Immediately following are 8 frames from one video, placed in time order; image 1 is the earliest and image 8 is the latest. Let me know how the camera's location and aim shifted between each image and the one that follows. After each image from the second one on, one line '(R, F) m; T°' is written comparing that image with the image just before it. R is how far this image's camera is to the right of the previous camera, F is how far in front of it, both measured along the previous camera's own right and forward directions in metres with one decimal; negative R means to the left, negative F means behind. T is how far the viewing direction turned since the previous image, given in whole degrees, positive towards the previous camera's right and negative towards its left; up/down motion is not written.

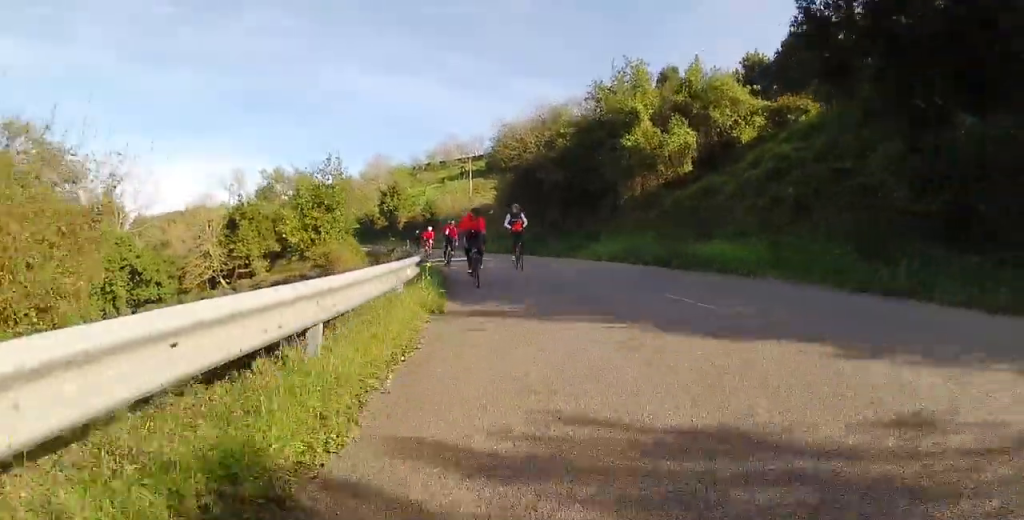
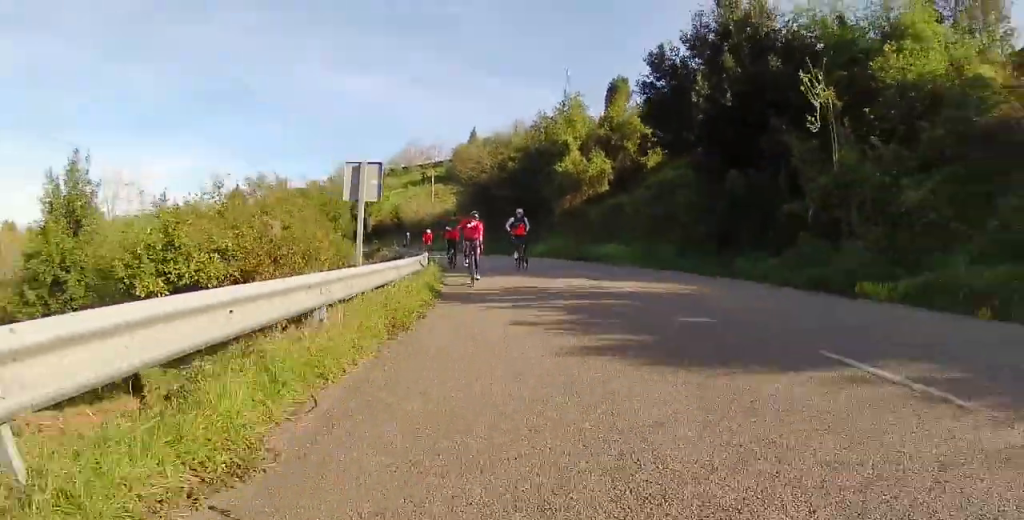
(+0.5, +9.8) m; +6°
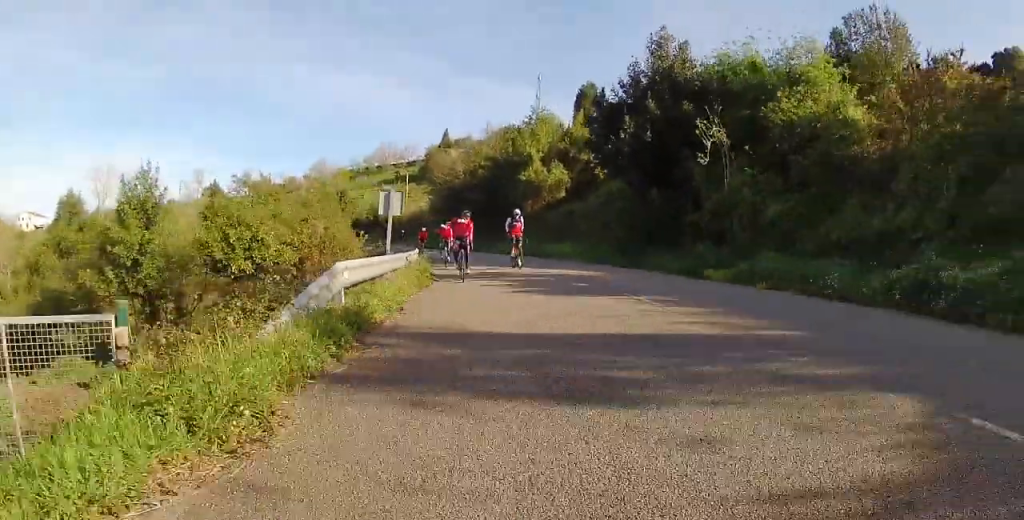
(+0.2, +6.2) m; +3°
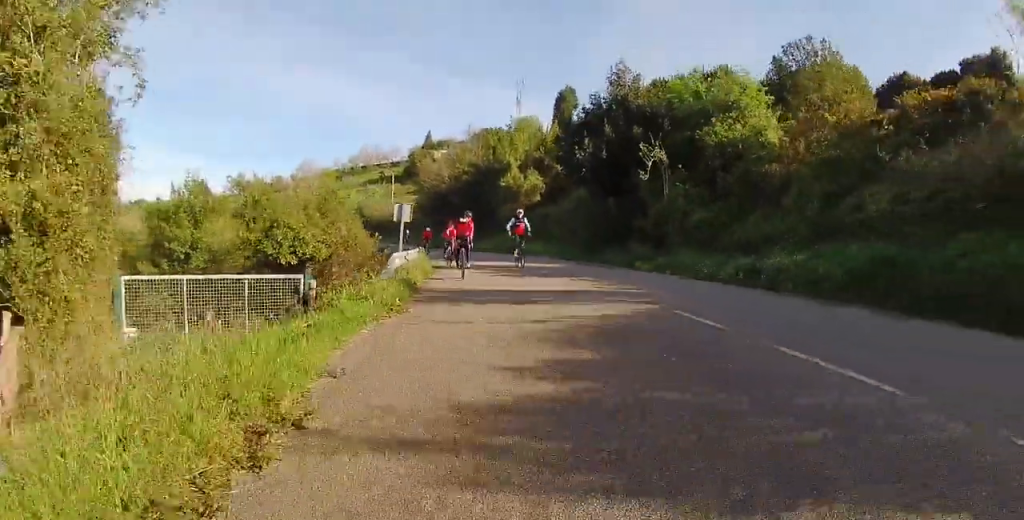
(0.0, +5.8) m; +2°
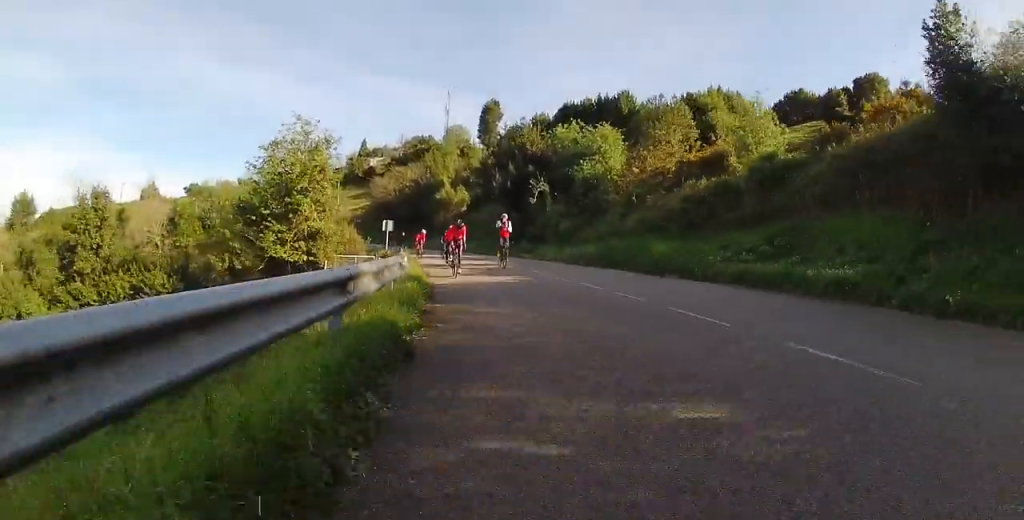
(+1.4, +15.5) m; +12°
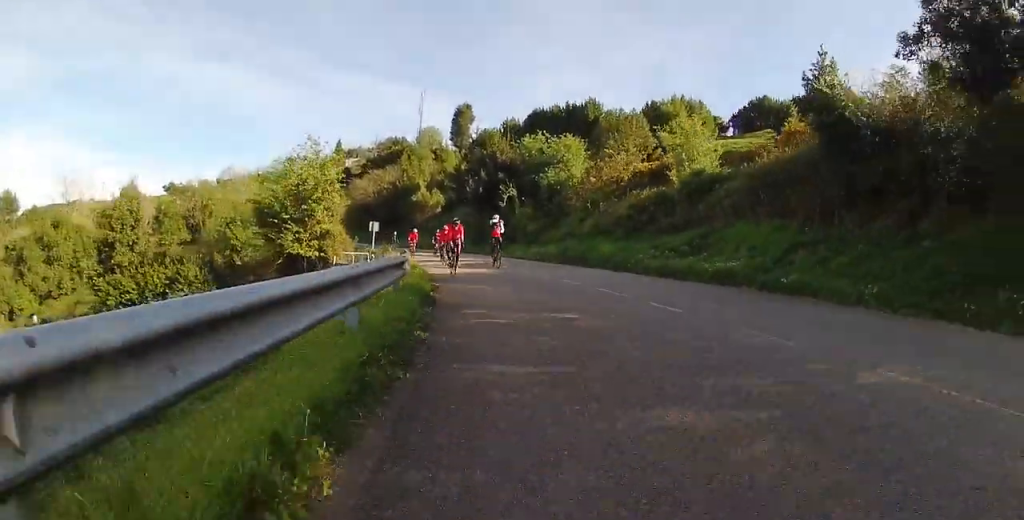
(+0.3, +4.6) m; +2°
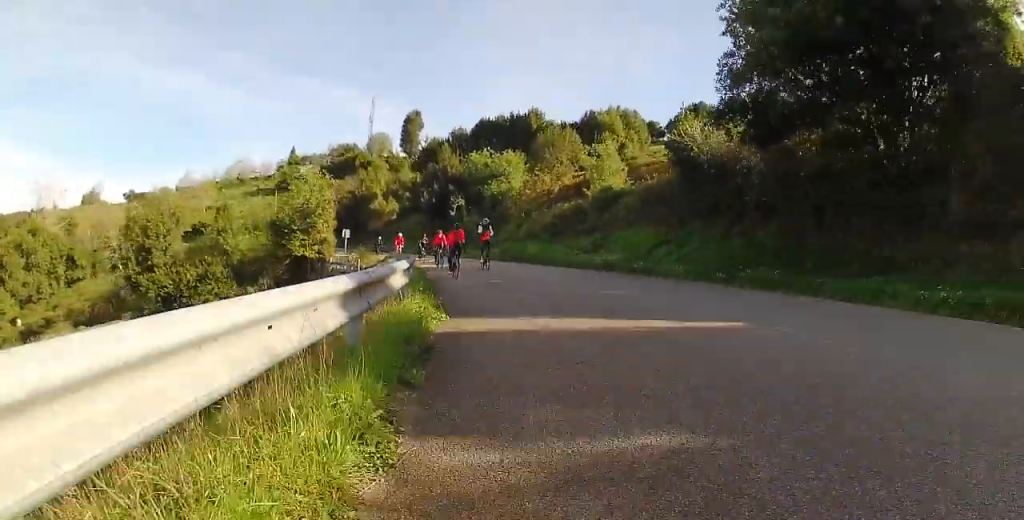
(+0.2, +7.9) m; +1°
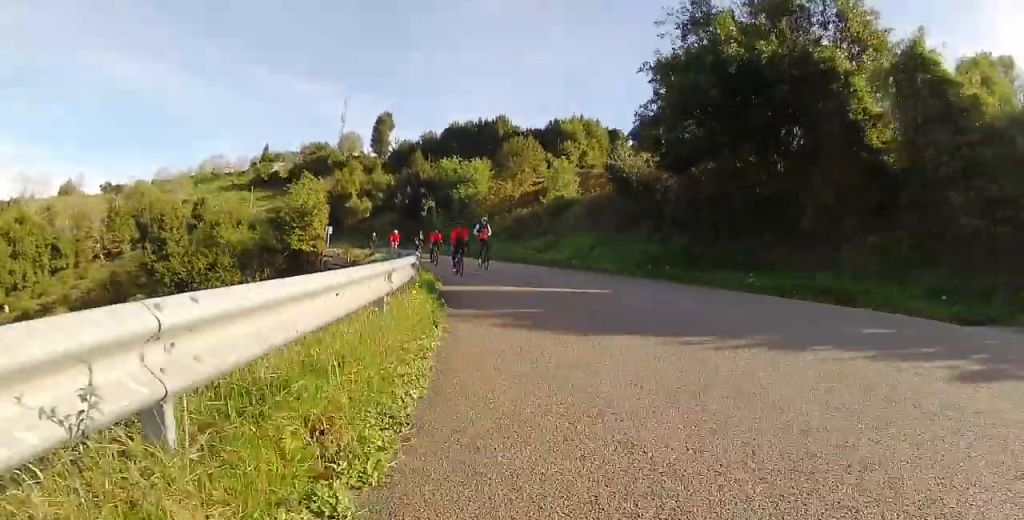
(0.0, +5.6) m; +4°
